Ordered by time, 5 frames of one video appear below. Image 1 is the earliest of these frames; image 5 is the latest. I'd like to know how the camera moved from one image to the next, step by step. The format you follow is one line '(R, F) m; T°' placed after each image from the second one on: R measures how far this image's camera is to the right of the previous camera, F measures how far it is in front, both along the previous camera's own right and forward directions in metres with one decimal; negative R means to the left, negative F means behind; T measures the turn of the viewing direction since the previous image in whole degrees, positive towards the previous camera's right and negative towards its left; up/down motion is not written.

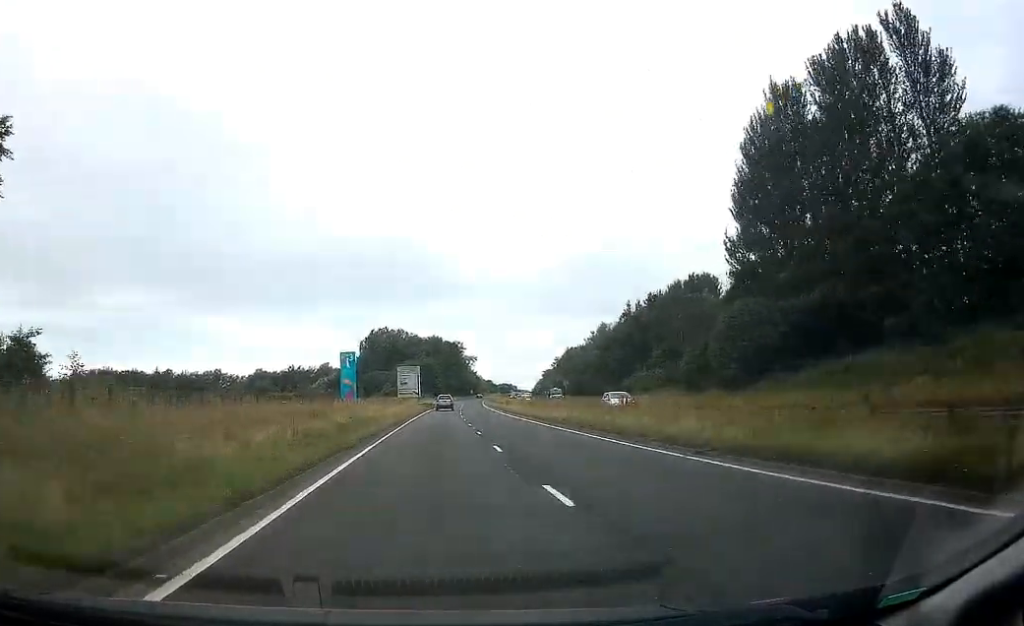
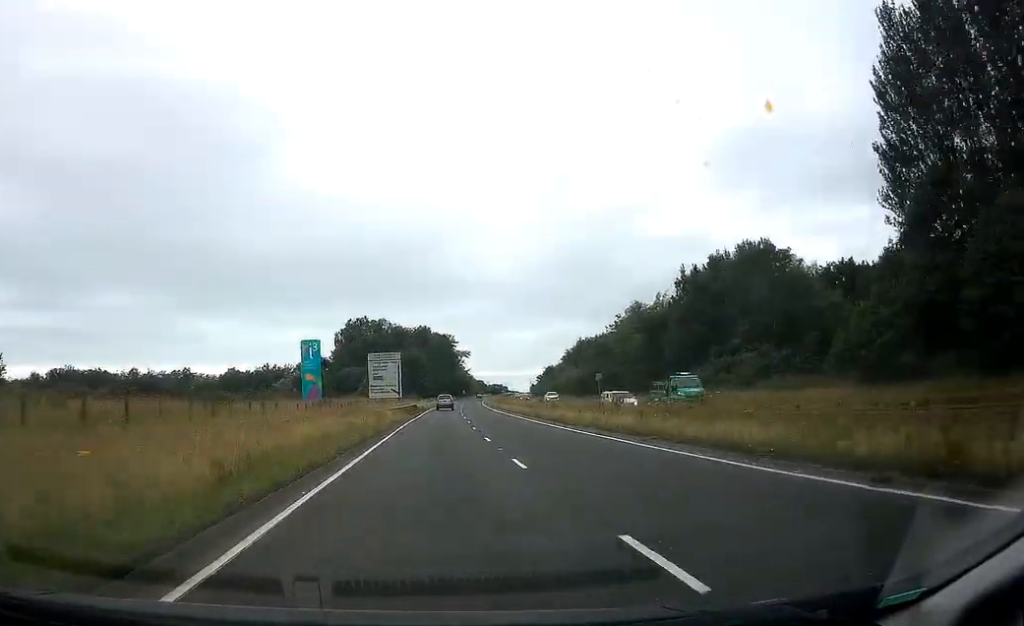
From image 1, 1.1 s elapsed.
(0.0, +31.1) m; 0°
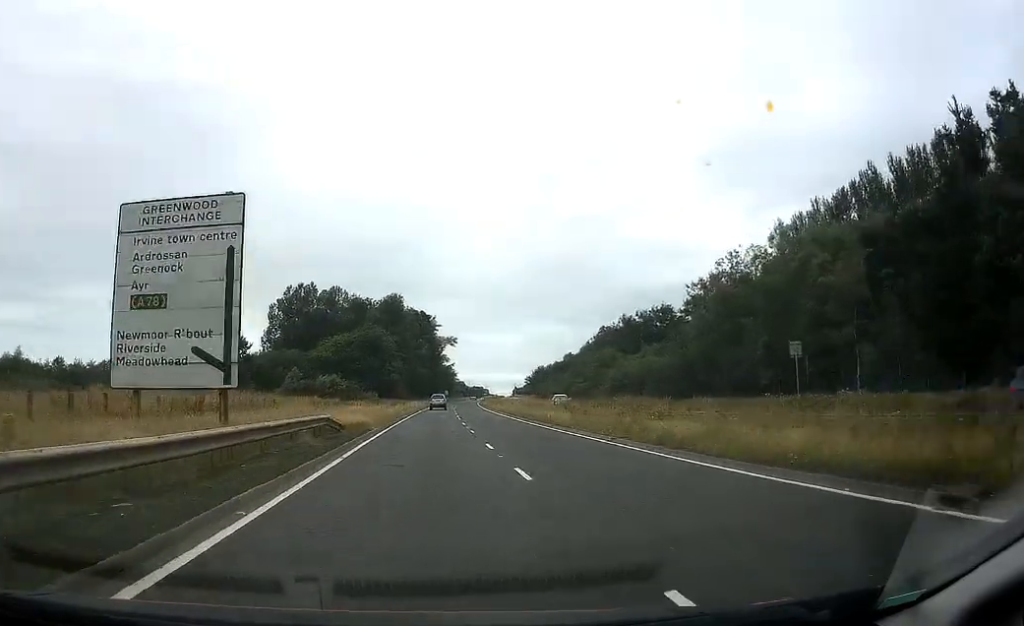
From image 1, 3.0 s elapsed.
(+1.3, +53.5) m; +3°
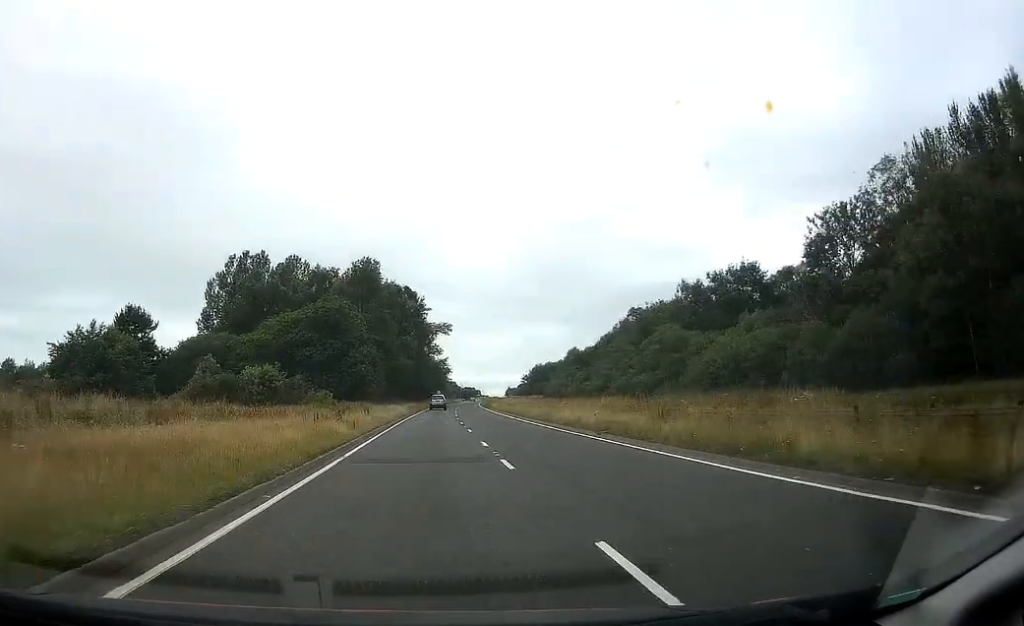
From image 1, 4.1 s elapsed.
(+0.3, +32.0) m; +1°
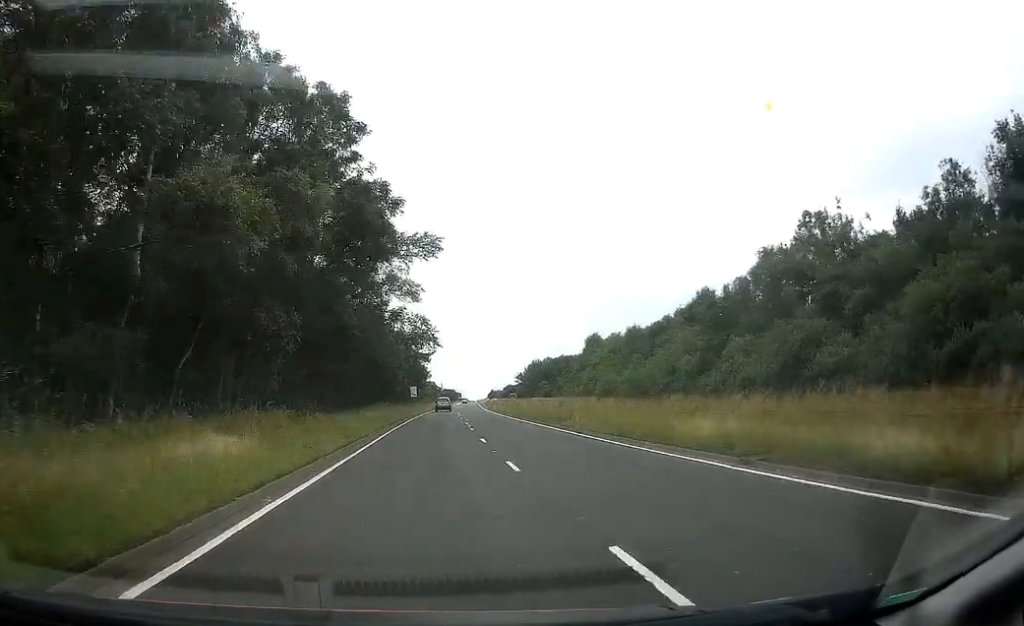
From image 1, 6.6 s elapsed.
(+1.2, +68.2) m; +2°
